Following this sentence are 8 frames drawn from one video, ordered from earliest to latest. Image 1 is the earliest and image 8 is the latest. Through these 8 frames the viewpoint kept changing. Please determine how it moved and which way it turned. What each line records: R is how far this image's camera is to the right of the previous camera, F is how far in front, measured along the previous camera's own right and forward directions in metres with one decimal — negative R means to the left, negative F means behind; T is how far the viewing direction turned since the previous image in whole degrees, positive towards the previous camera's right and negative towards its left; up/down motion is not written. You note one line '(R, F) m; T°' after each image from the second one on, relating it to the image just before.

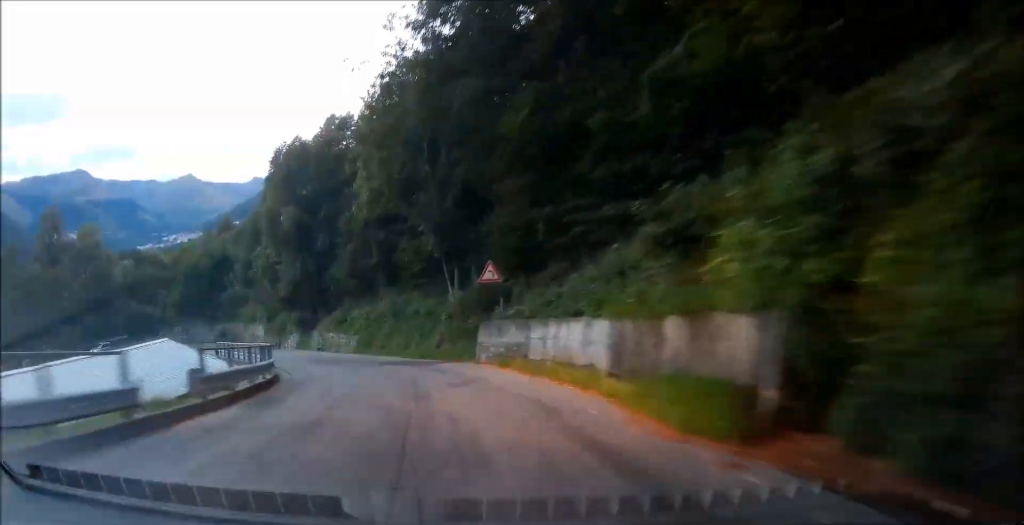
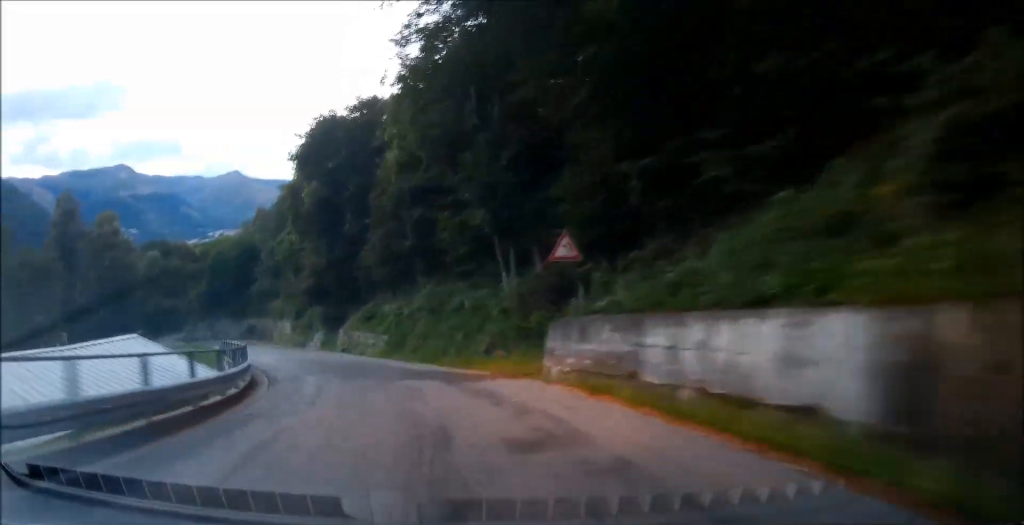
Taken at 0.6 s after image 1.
(-0.3, +7.5) m; -6°
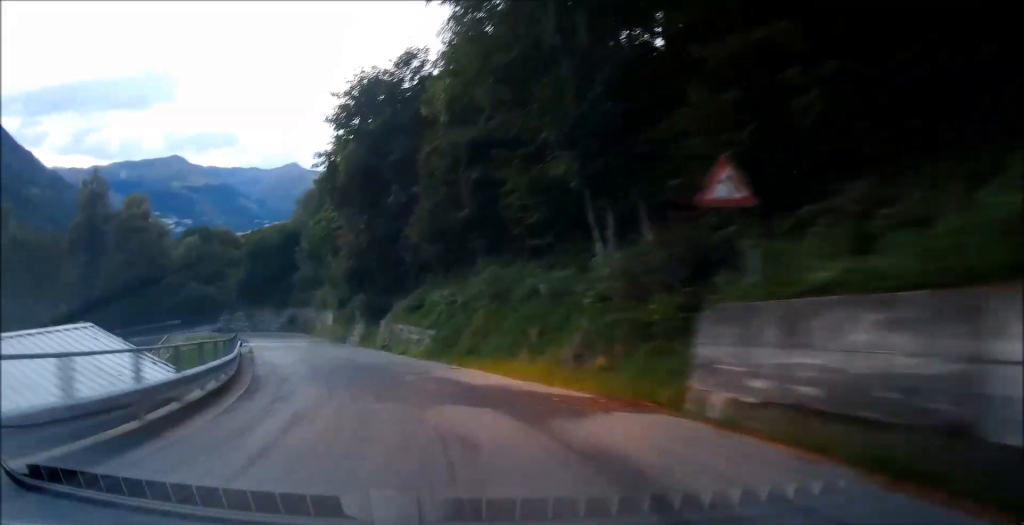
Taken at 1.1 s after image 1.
(+0.3, +7.1) m; -6°
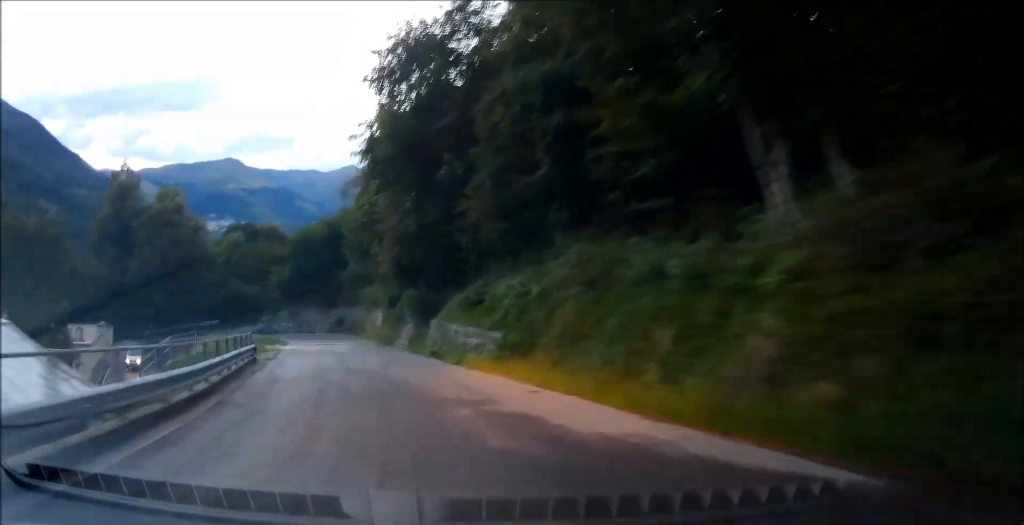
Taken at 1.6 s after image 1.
(-1.0, +6.5) m; -5°
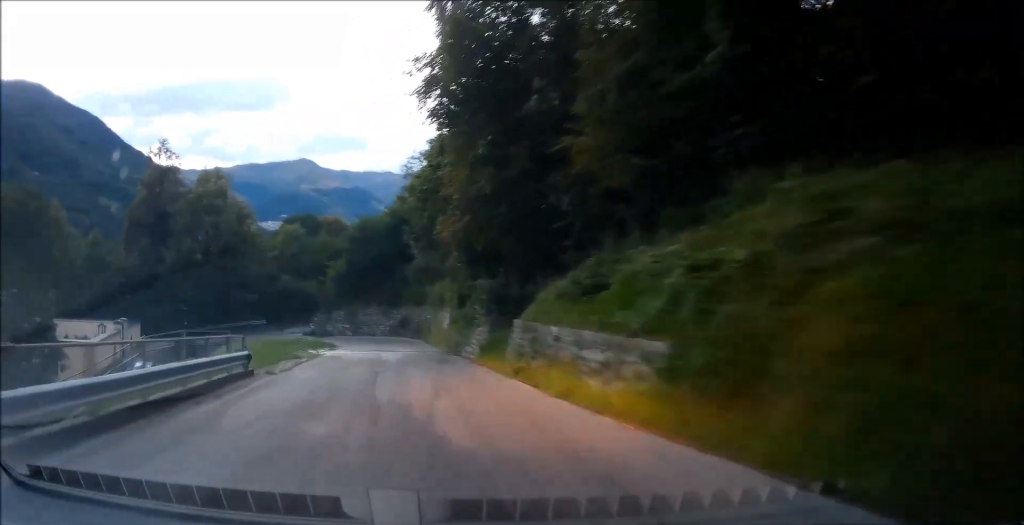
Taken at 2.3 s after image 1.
(-0.7, +8.7) m; -5°
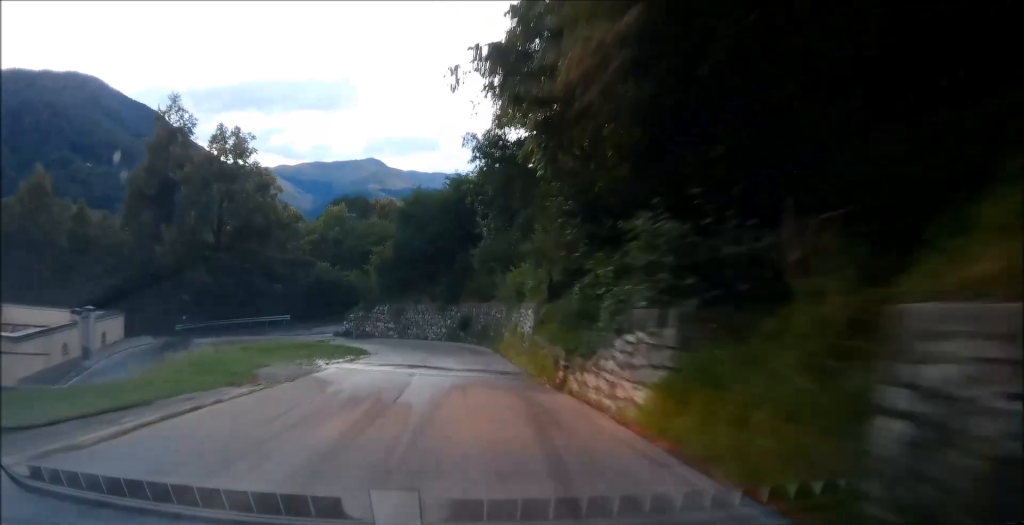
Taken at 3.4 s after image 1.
(-0.3, +14.4) m; -2°
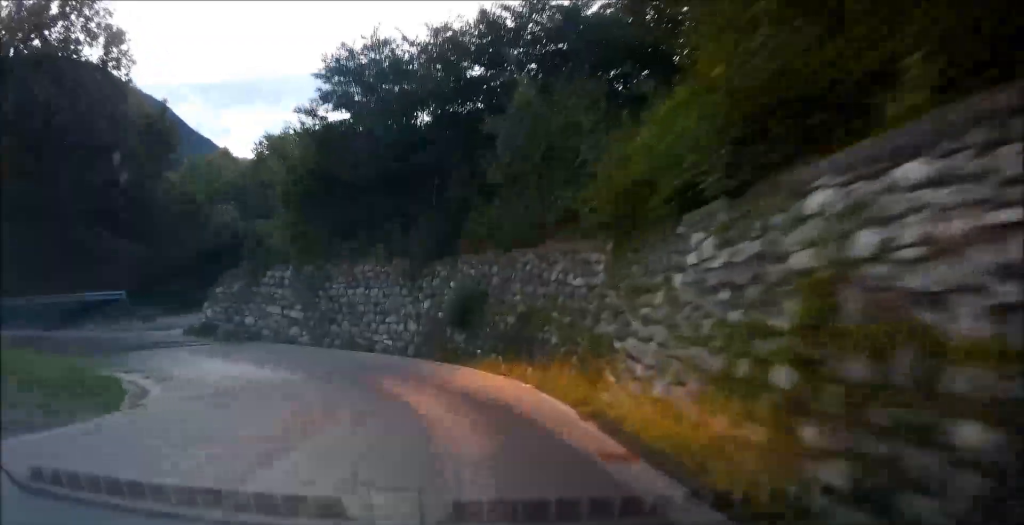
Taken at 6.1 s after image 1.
(-0.4, +28.9) m; -3°
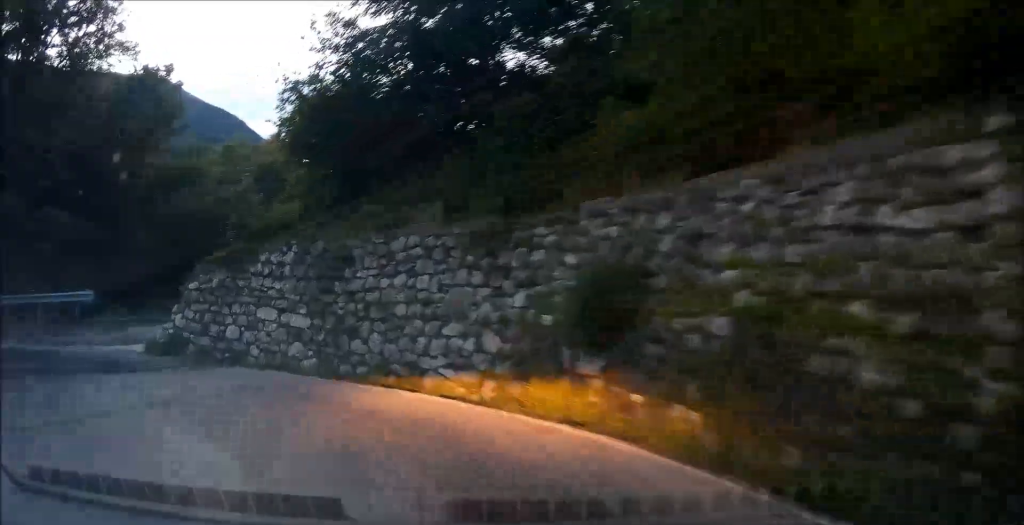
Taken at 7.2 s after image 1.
(-0.2, +8.5) m; -6°
